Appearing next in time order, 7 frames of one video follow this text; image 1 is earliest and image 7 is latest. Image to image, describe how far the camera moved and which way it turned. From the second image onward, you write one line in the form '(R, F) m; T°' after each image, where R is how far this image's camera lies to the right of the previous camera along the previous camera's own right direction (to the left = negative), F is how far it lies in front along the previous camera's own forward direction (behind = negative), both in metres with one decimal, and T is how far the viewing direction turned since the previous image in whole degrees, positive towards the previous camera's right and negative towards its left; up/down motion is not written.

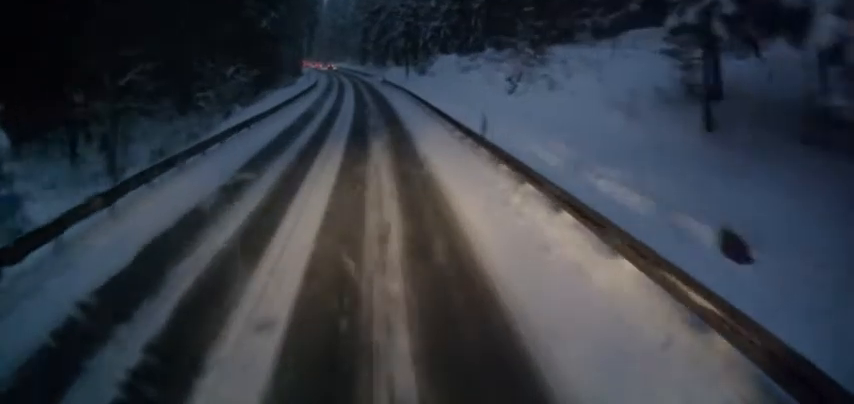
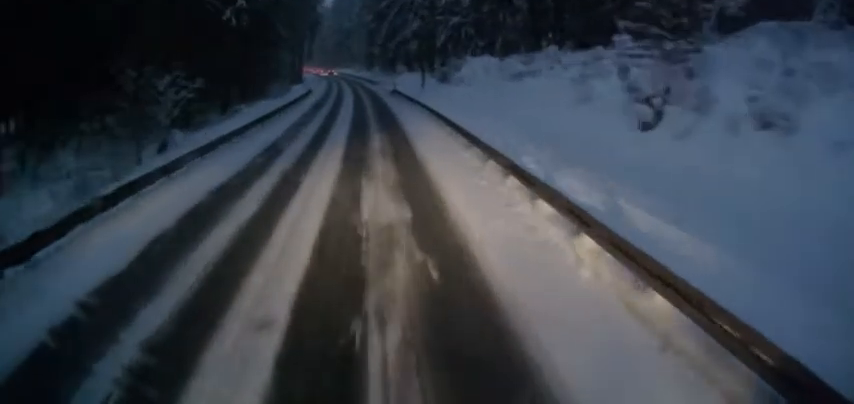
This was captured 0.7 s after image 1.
(0.0, +12.2) m; -1°
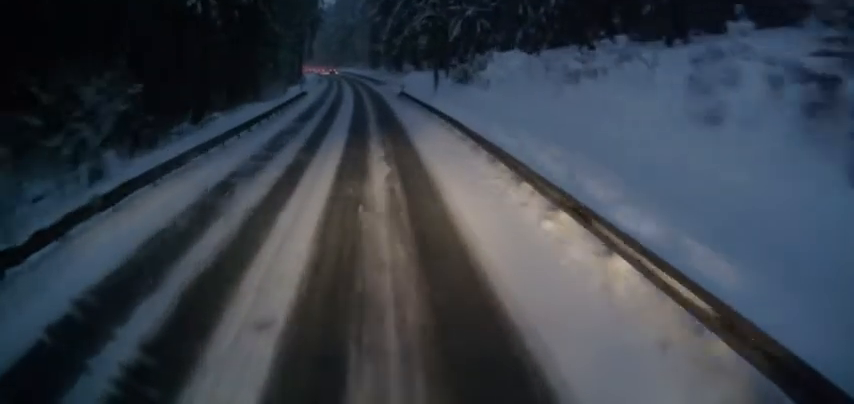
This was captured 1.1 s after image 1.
(+0.1, +6.9) m; -1°
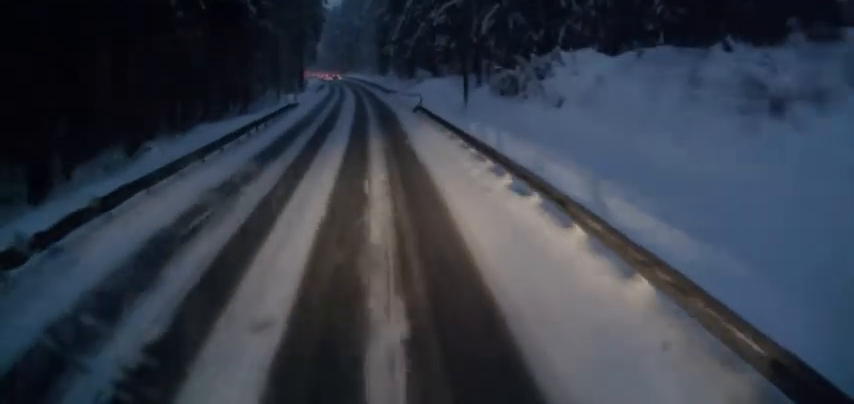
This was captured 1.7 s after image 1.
(-0.1, +10.5) m; -1°
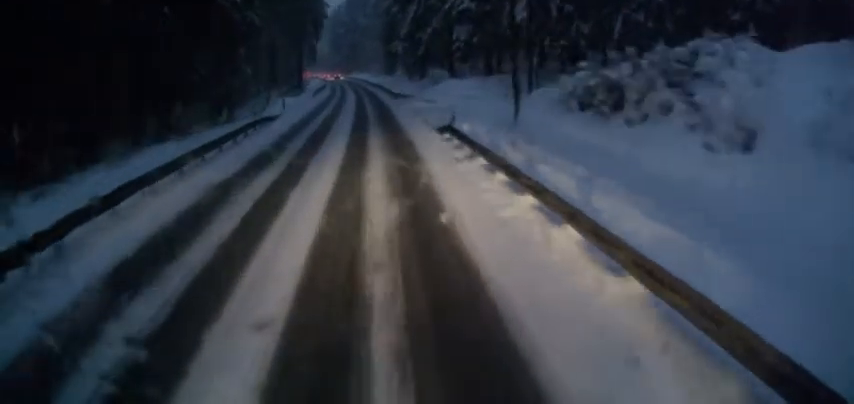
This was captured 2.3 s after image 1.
(-0.4, +10.0) m; -1°
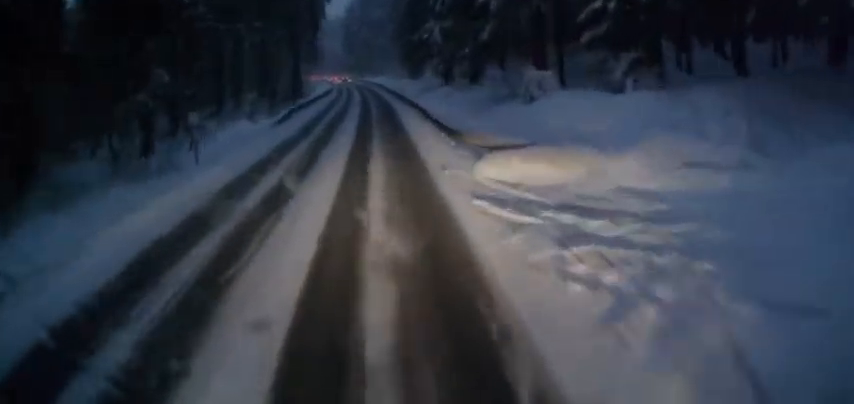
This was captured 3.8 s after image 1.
(-0.4, +27.4) m; -2°
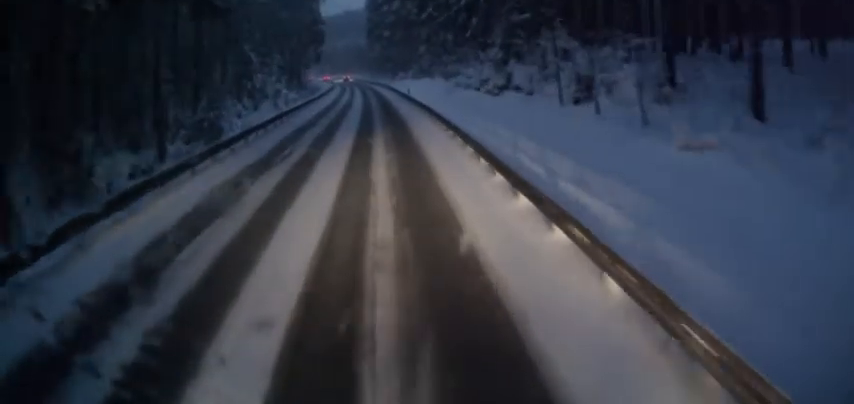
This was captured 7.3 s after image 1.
(-2.6, +66.3) m; -4°
